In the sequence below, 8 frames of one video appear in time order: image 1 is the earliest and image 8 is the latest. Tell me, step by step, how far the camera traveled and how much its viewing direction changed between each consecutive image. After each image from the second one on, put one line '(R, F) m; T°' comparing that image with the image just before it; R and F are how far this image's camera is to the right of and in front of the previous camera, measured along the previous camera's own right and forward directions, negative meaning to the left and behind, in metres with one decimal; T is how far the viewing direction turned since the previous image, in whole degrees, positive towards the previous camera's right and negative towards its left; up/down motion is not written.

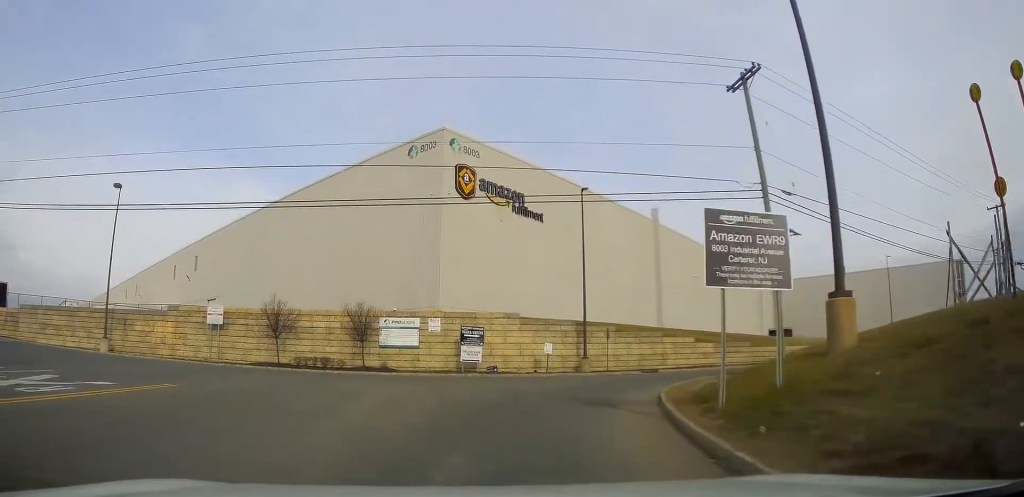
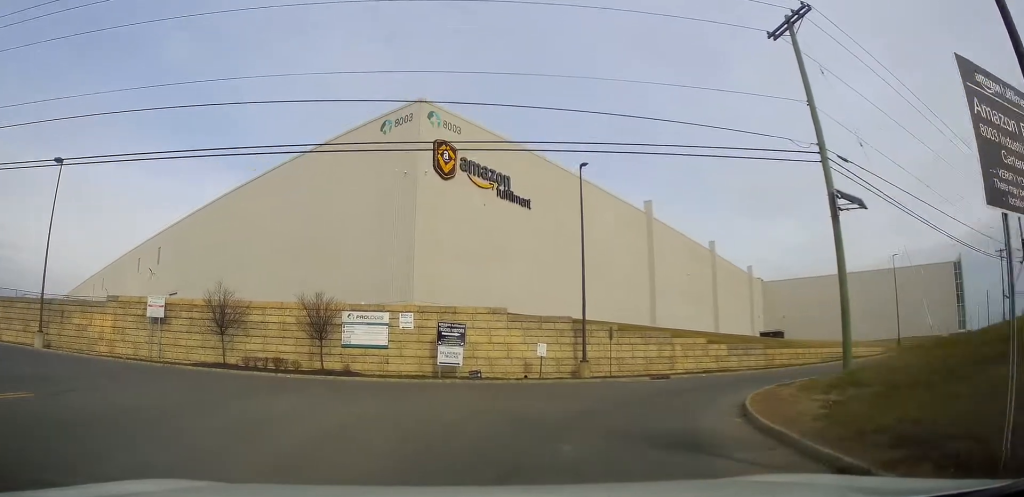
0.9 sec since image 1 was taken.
(0.0, +5.8) m; -2°
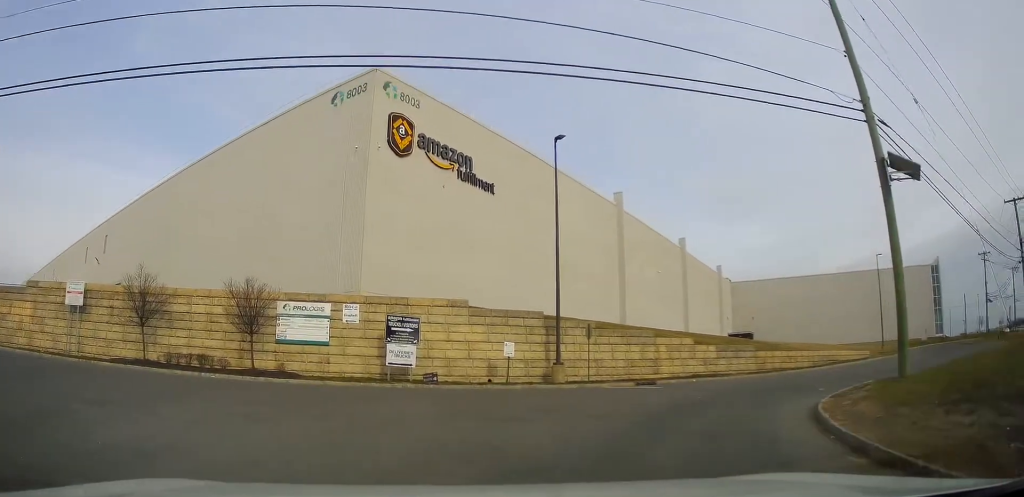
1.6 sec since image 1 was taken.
(-0.3, +4.6) m; +4°
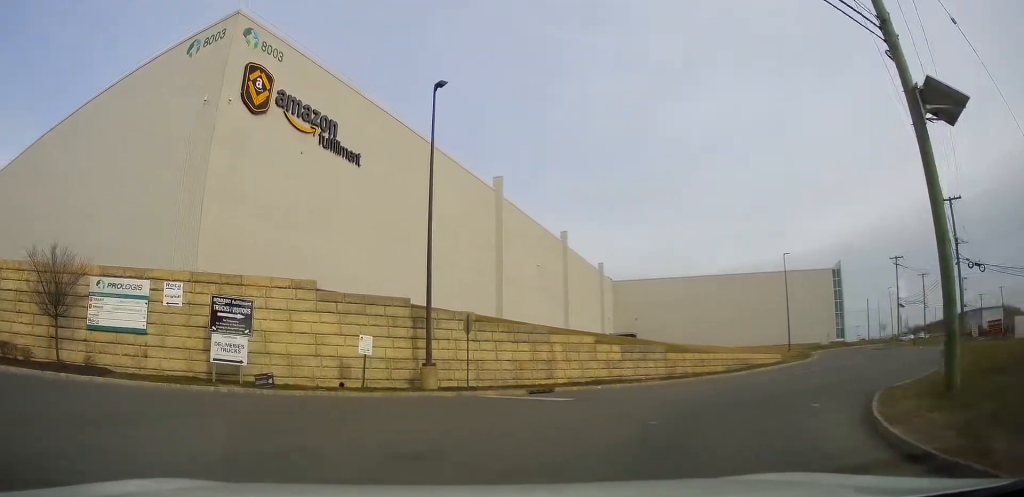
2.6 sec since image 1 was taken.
(+0.8, +5.8) m; +15°
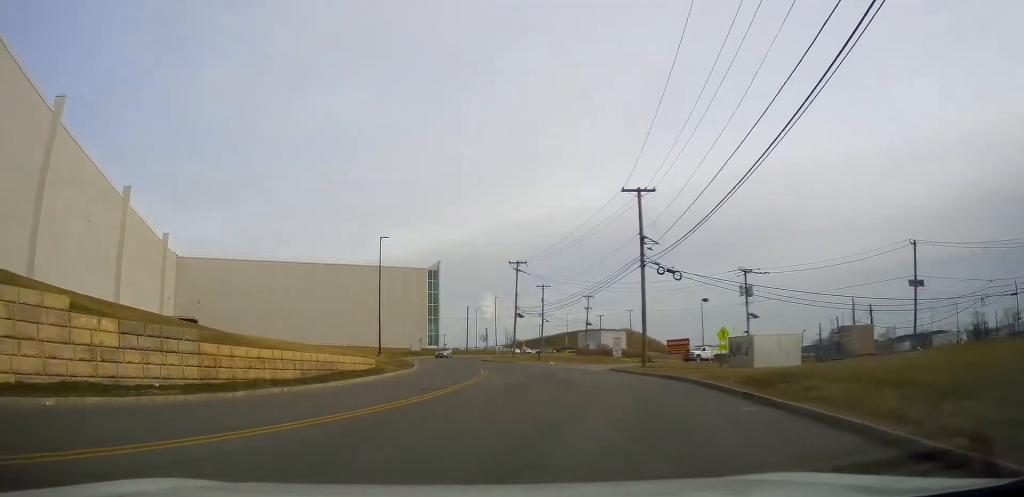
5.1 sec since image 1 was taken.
(+3.7, +11.7) m; +39°
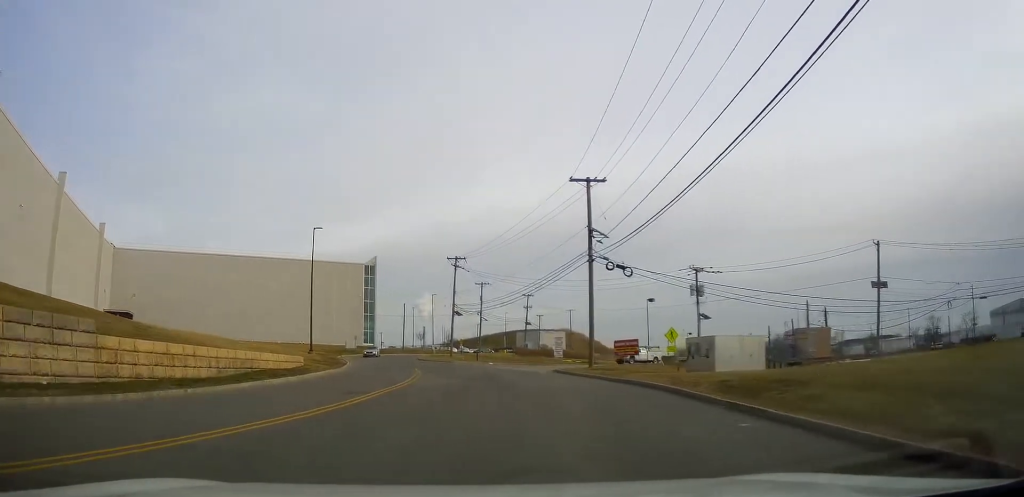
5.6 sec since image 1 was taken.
(+0.1, +2.4) m; +10°
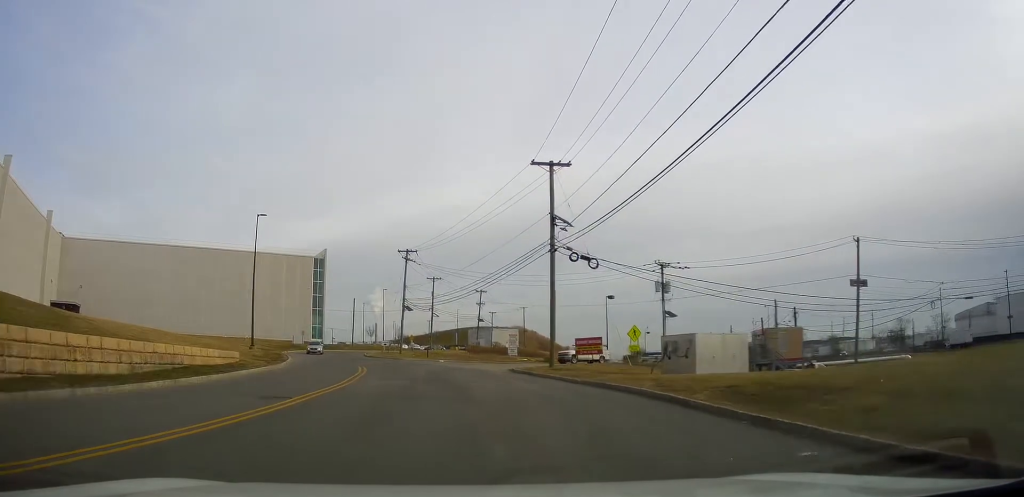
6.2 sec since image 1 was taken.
(+0.5, +3.3) m; +6°
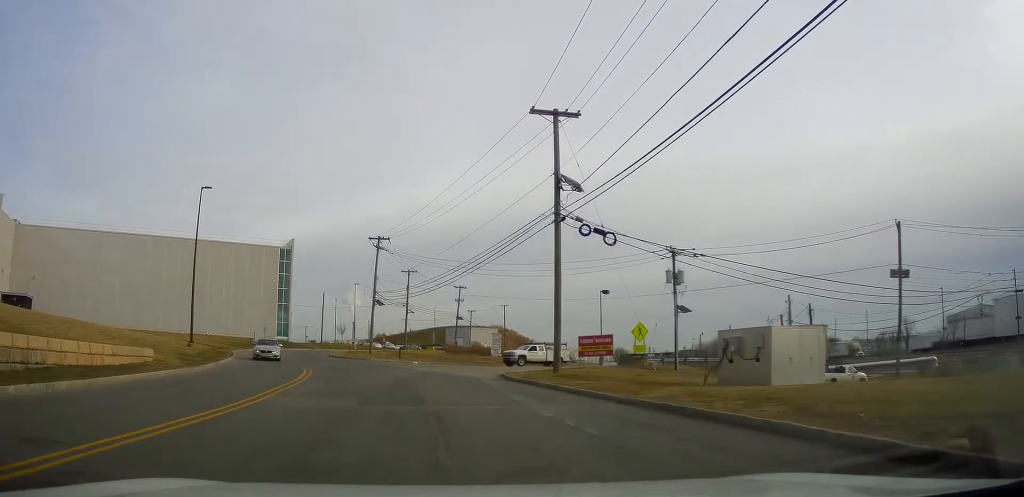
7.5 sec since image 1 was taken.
(+0.3, +8.1) m; +2°
